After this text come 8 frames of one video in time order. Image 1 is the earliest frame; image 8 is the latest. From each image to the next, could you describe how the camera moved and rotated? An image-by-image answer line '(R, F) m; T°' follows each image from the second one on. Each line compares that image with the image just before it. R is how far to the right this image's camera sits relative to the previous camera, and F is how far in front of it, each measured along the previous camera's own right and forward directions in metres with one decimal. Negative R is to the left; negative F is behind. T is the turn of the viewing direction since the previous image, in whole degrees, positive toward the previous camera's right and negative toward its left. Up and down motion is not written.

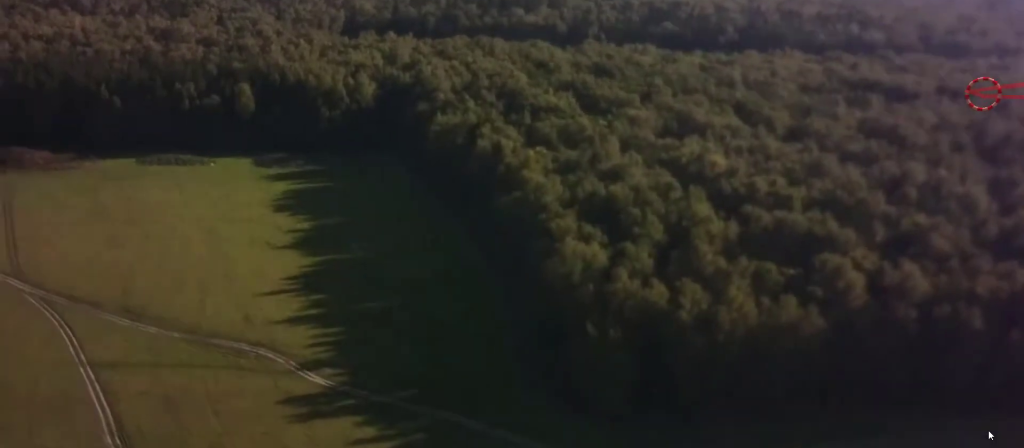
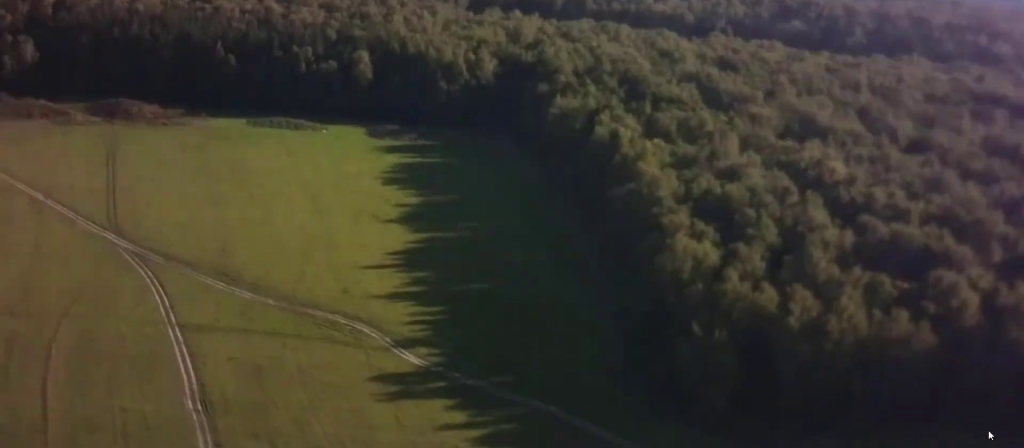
(-0.1, +7.5) m; -1°
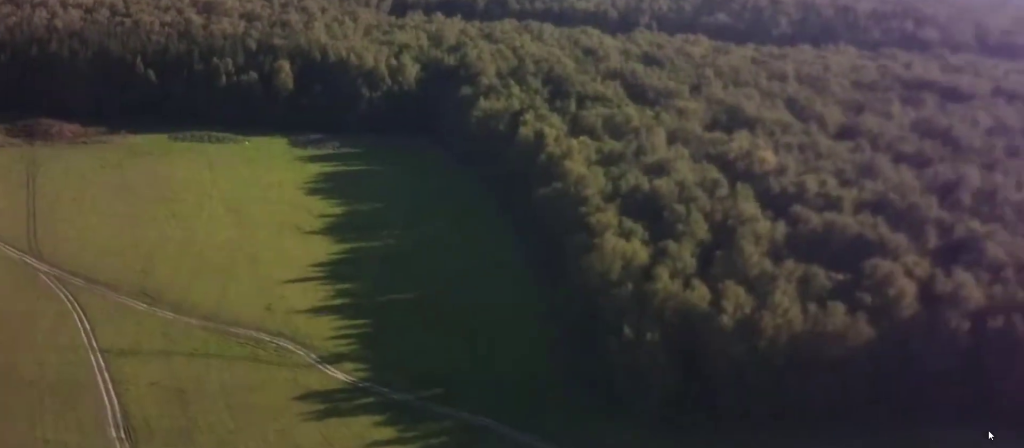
(-0.1, +8.0) m; +1°
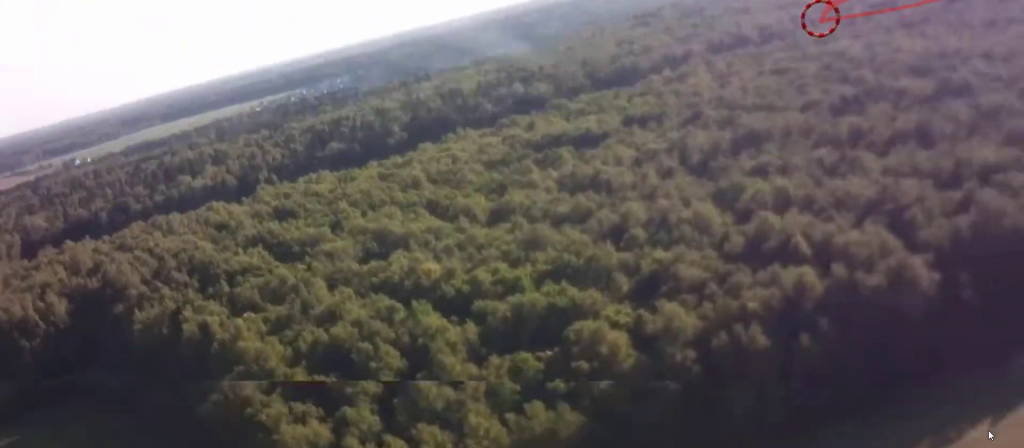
(-0.4, +12.8) m; +9°
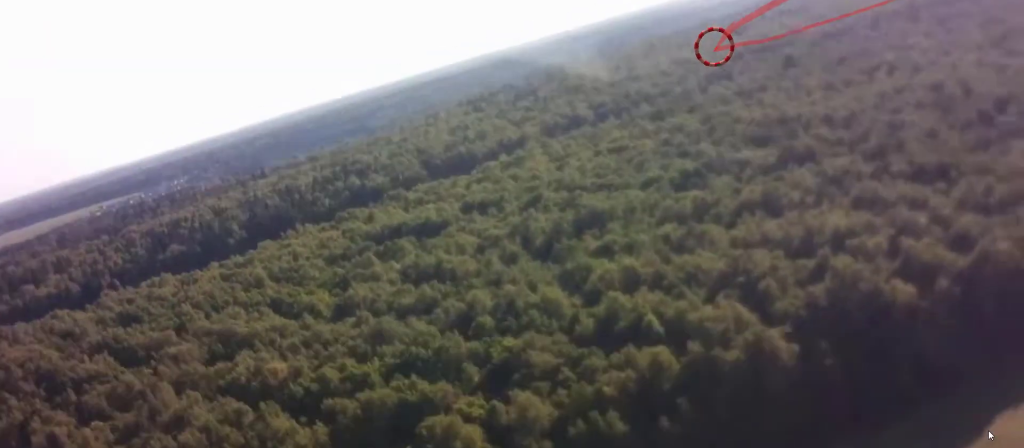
(+1.6, +8.7) m; +8°
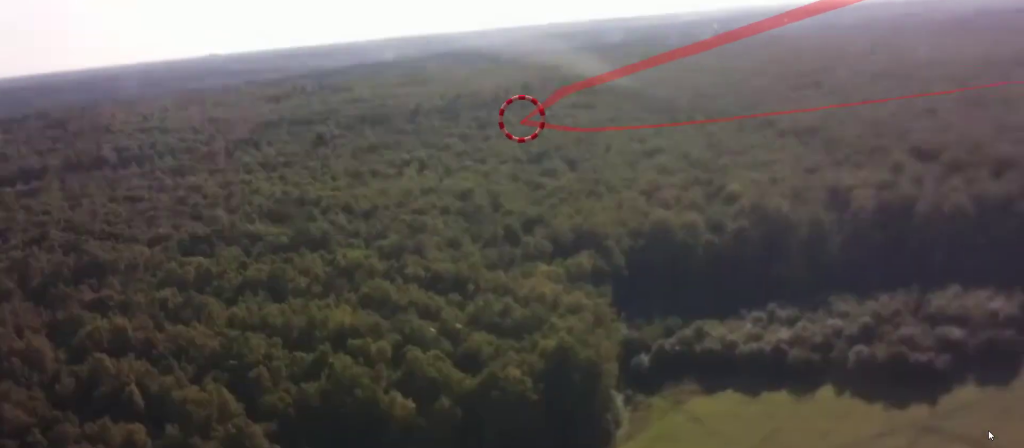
(+2.5, +21.4) m; +16°
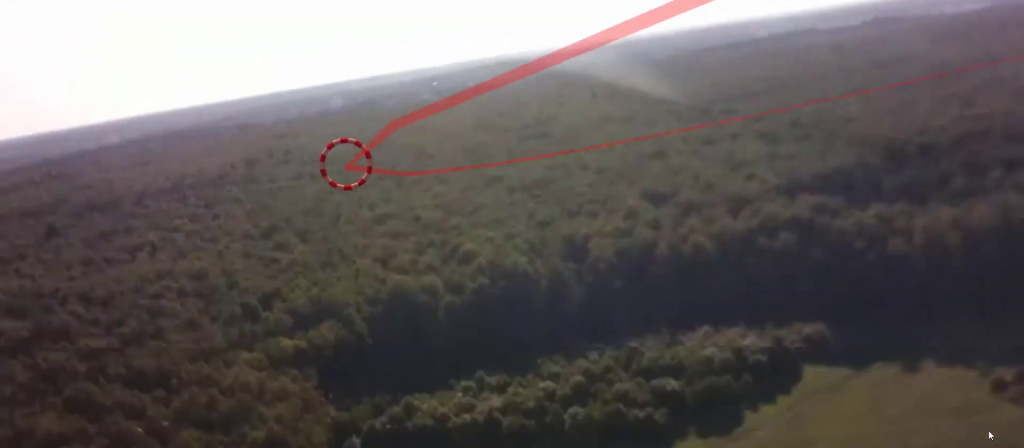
(+0.9, +7.4) m; +3°
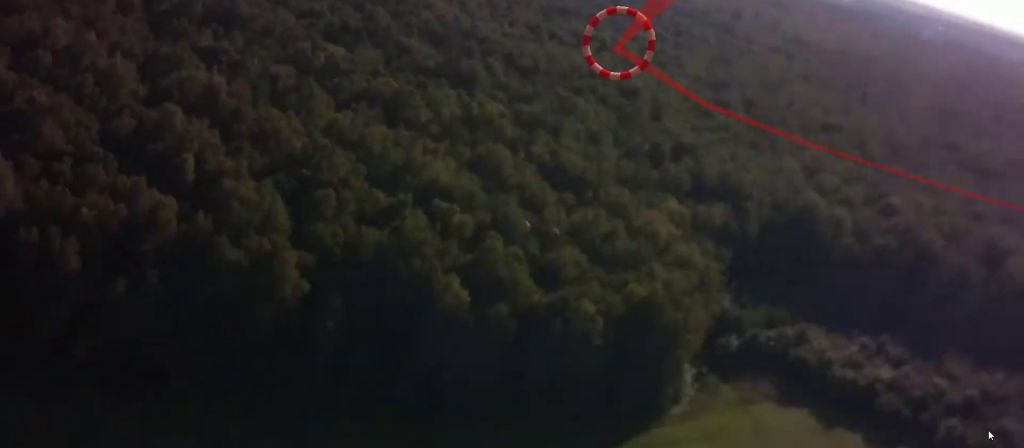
(+1.5, +27.1) m; 0°
